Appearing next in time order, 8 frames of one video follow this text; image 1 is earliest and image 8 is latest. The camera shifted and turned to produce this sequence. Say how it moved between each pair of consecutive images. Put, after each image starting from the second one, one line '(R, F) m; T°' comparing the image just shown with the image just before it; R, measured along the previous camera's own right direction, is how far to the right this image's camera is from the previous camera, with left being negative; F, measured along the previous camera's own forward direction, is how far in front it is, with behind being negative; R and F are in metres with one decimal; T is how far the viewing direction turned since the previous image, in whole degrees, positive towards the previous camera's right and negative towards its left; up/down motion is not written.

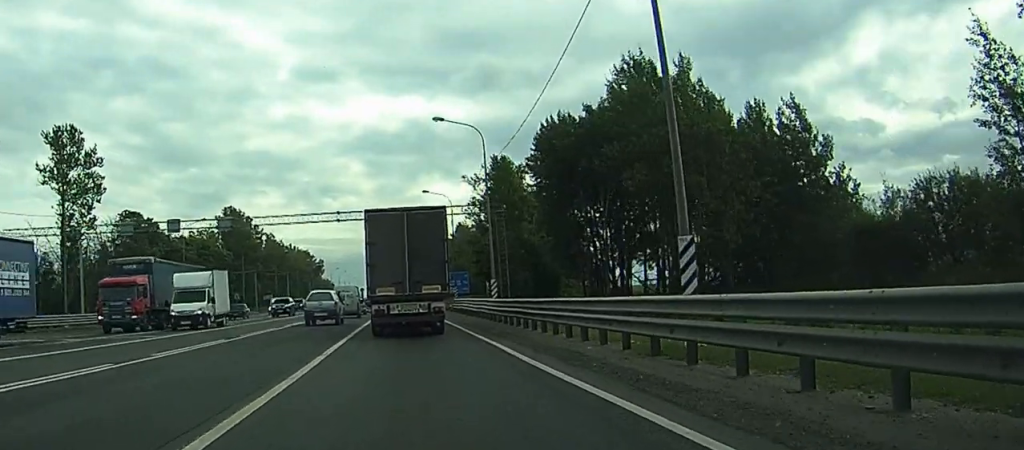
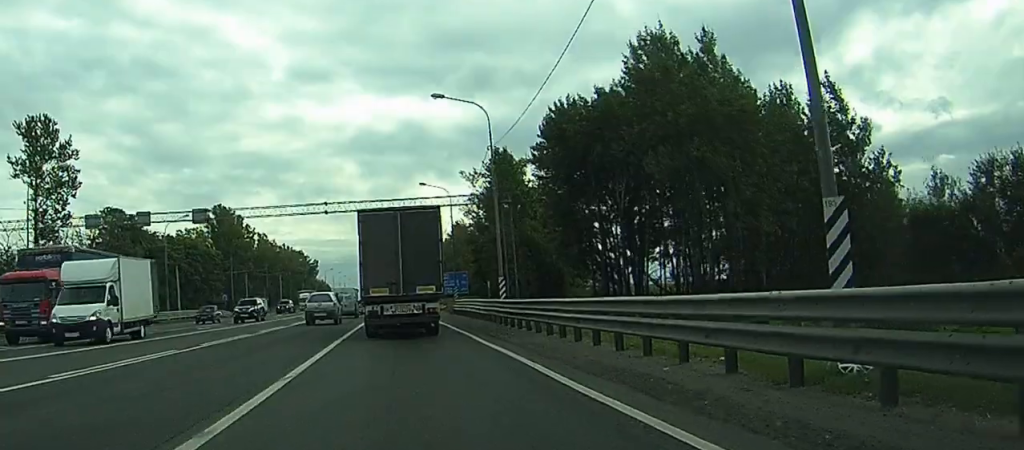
(+0.4, +5.7) m; +4°
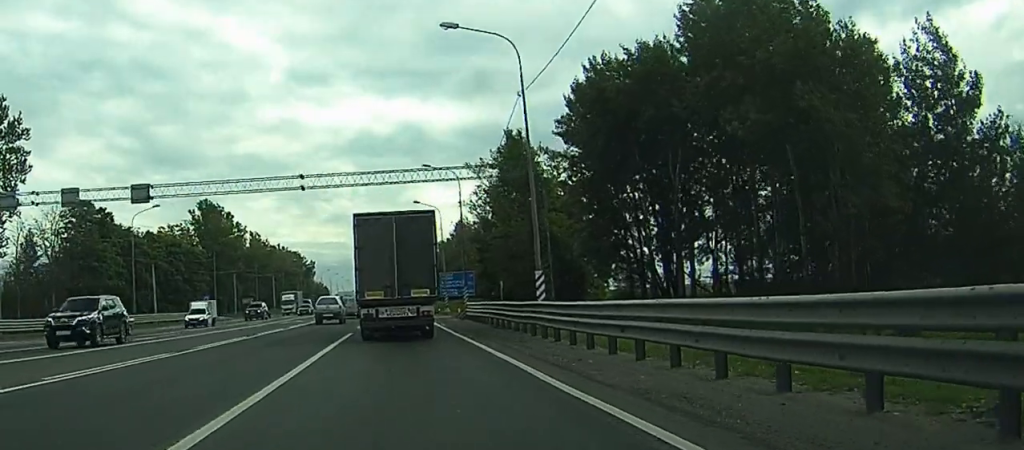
(+0.1, +12.4) m; -1°
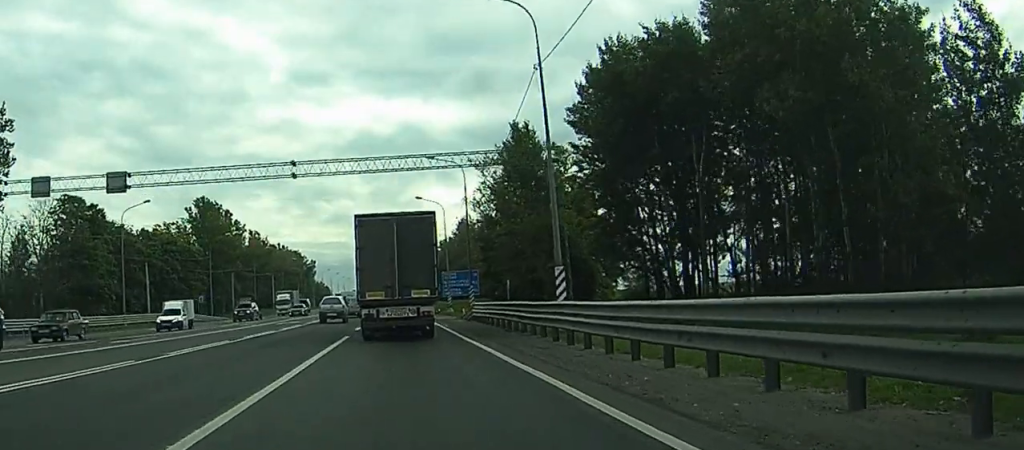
(0.0, +3.8) m; -1°
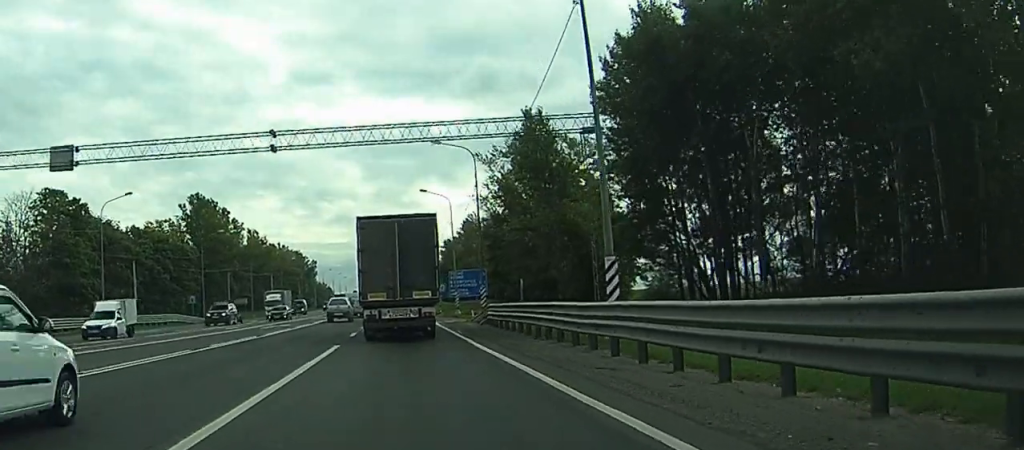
(0.0, +6.5) m; 0°
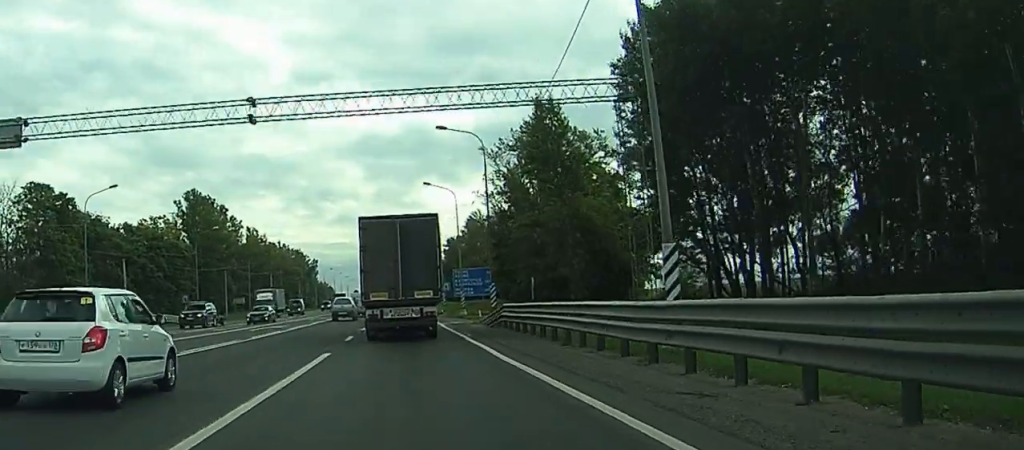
(0.0, +4.4) m; 0°
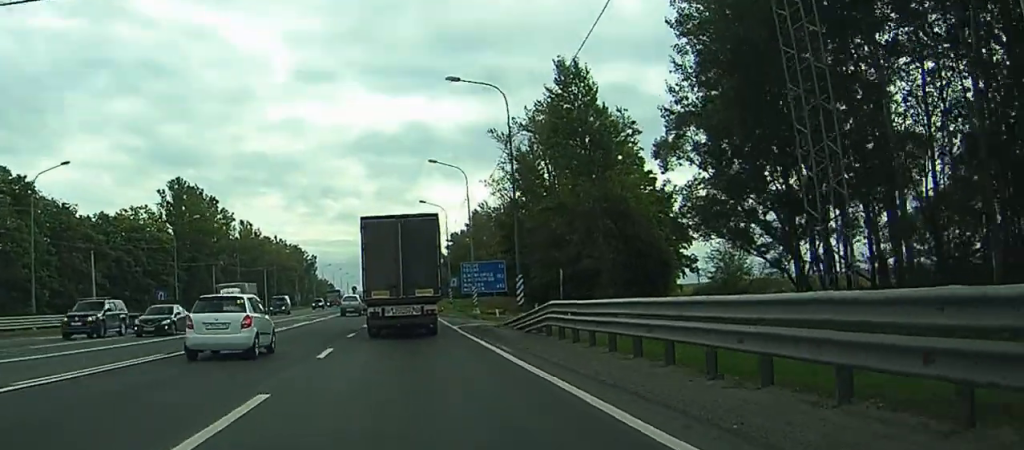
(-0.1, +10.7) m; -1°
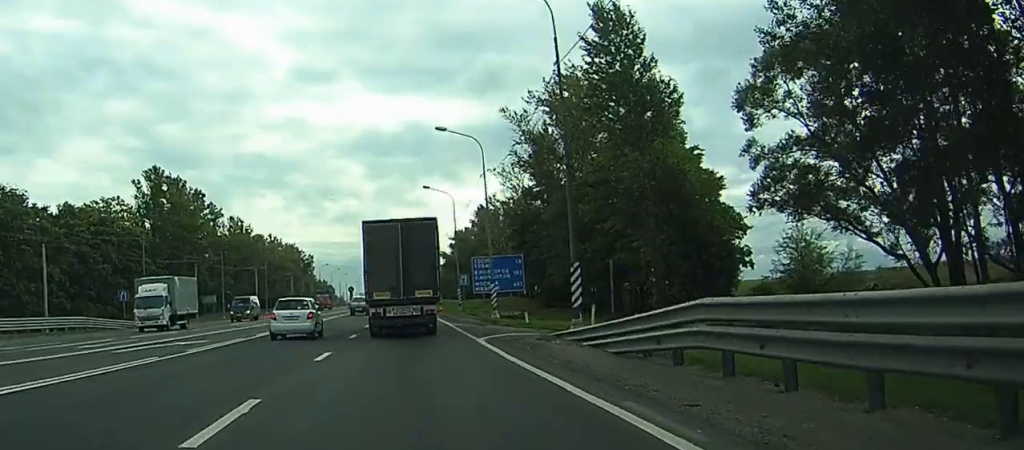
(-0.1, +13.3) m; +1°
